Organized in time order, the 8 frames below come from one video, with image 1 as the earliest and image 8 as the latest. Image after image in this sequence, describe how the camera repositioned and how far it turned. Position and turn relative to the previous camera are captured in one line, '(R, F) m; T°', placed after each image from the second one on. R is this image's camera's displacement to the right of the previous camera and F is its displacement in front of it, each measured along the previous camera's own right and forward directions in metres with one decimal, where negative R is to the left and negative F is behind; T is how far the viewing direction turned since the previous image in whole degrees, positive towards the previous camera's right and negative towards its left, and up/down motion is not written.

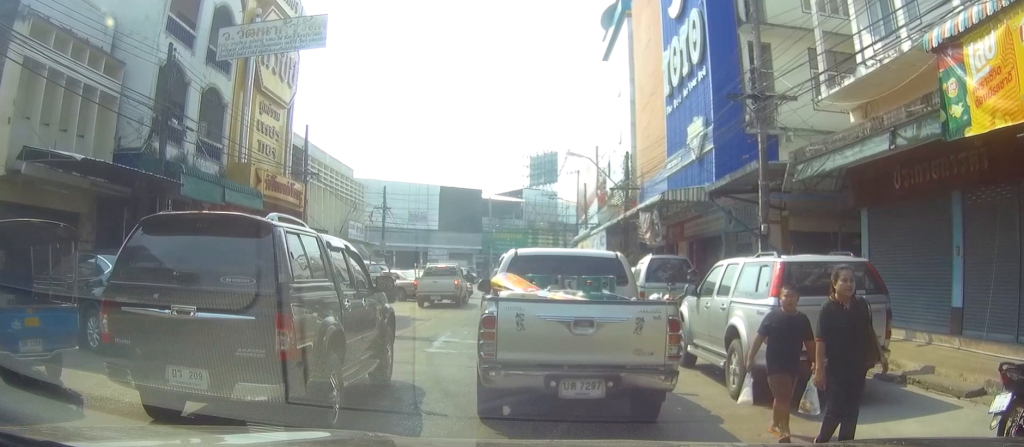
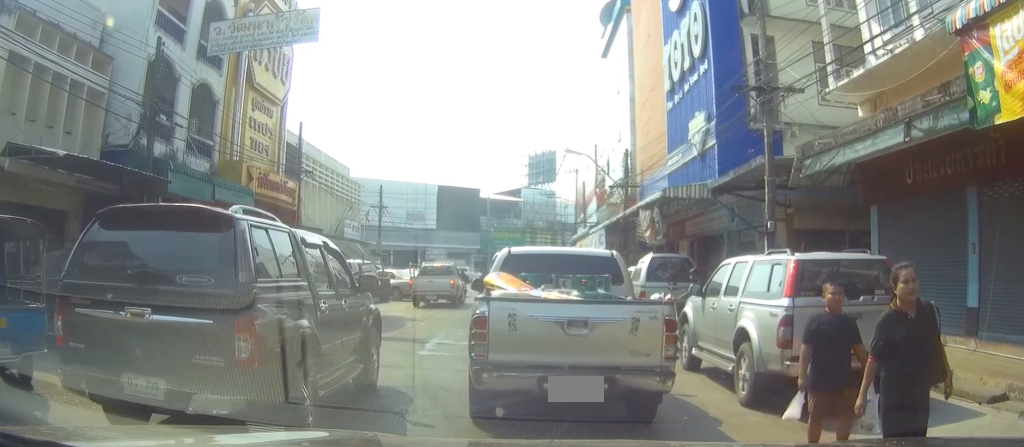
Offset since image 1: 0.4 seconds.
(+0.1, +0.6) m; 0°
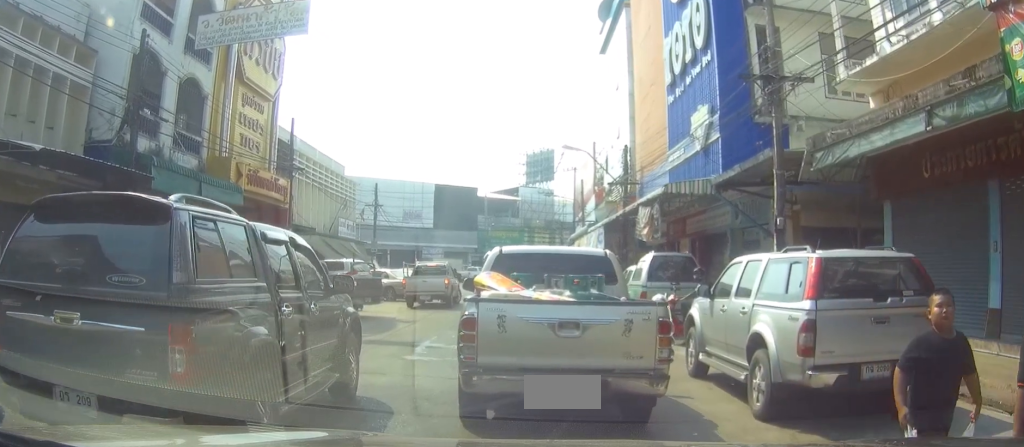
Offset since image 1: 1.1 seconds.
(0.0, +0.9) m; 0°
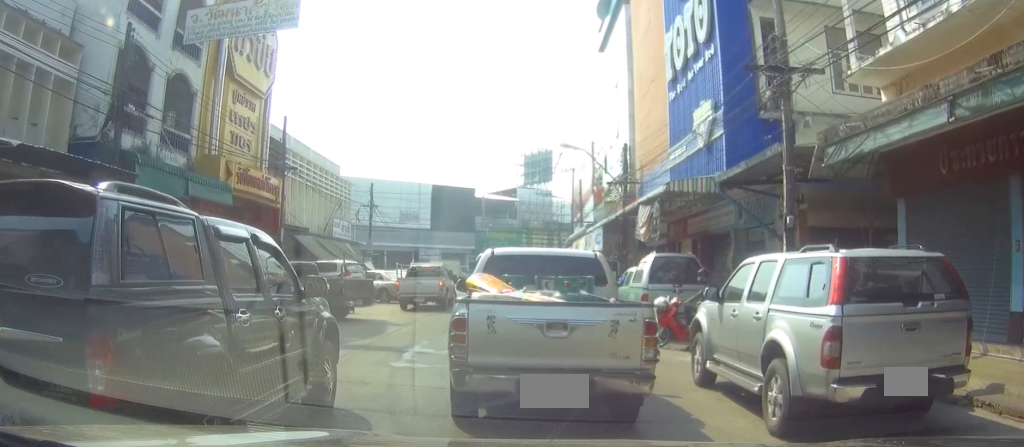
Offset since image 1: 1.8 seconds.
(-0.1, +0.8) m; 0°
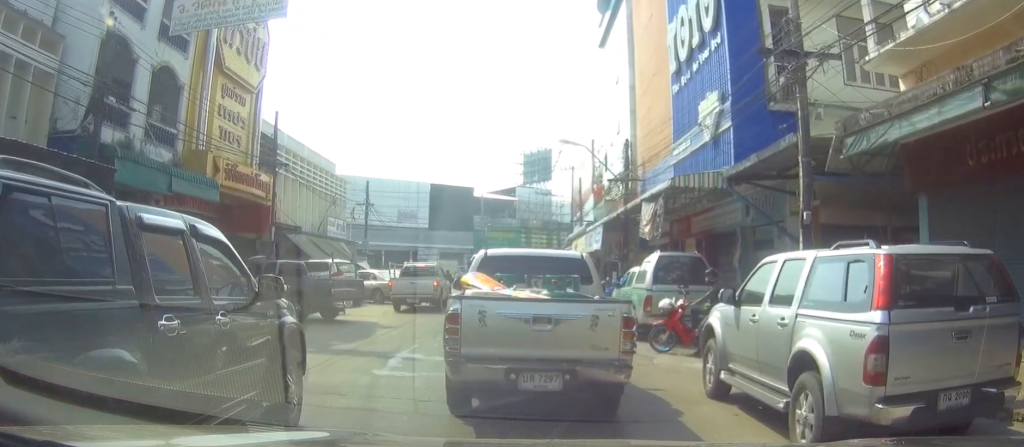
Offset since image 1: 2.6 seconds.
(-0.1, +1.0) m; 0°
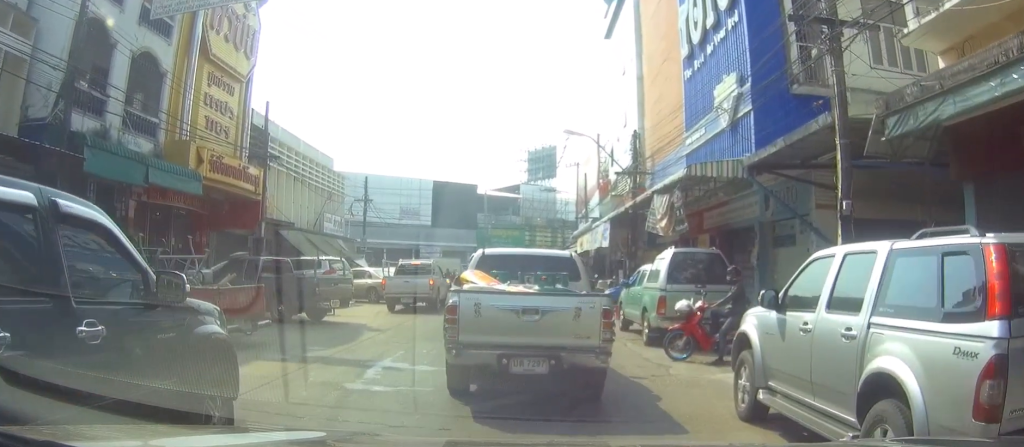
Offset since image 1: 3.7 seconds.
(-0.1, +1.6) m; 0°
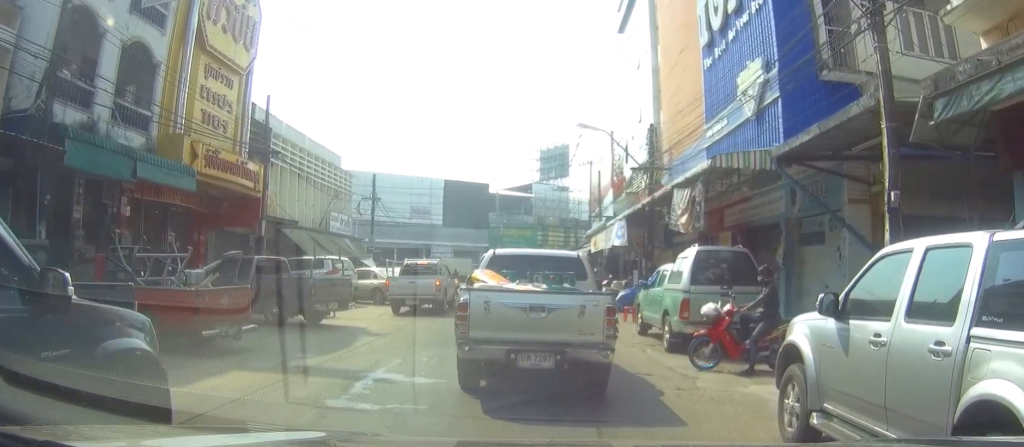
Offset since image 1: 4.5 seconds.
(+0.1, +1.2) m; 0°
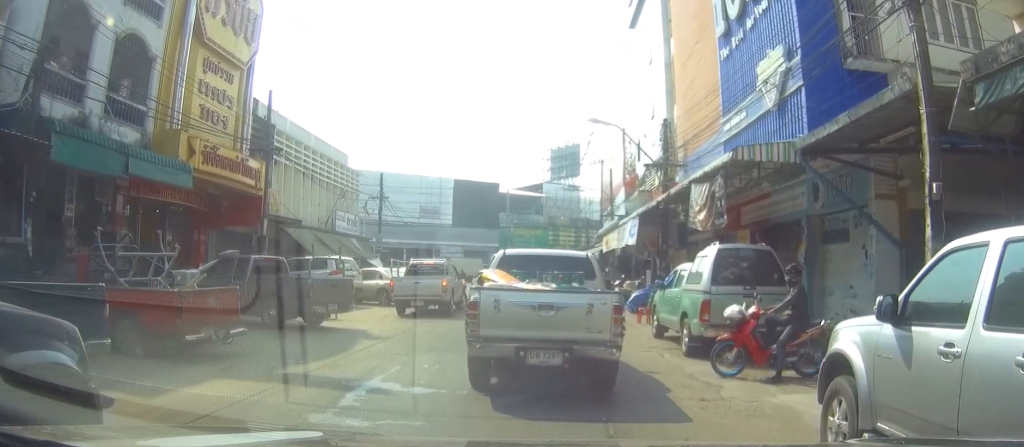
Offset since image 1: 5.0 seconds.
(0.0, +0.9) m; 0°
